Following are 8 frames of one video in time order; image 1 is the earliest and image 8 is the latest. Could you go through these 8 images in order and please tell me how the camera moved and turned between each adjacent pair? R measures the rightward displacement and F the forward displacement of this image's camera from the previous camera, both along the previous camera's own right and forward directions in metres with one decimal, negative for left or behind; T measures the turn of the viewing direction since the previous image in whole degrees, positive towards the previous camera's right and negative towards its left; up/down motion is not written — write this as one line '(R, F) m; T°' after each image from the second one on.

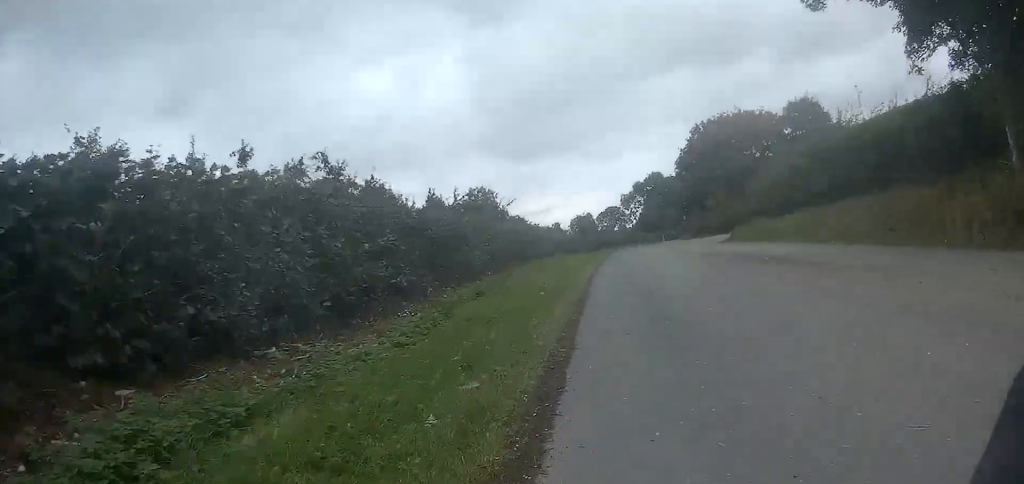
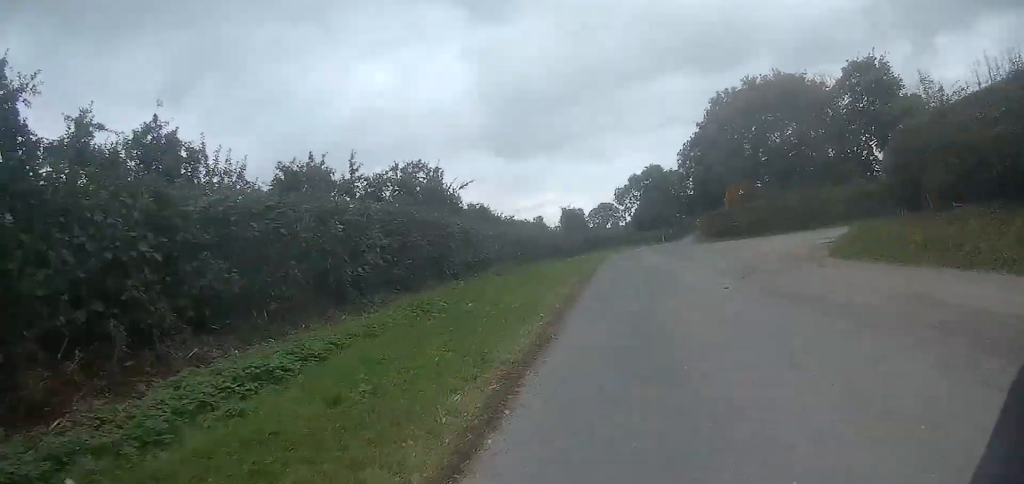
(+0.9, +15.5) m; +5°
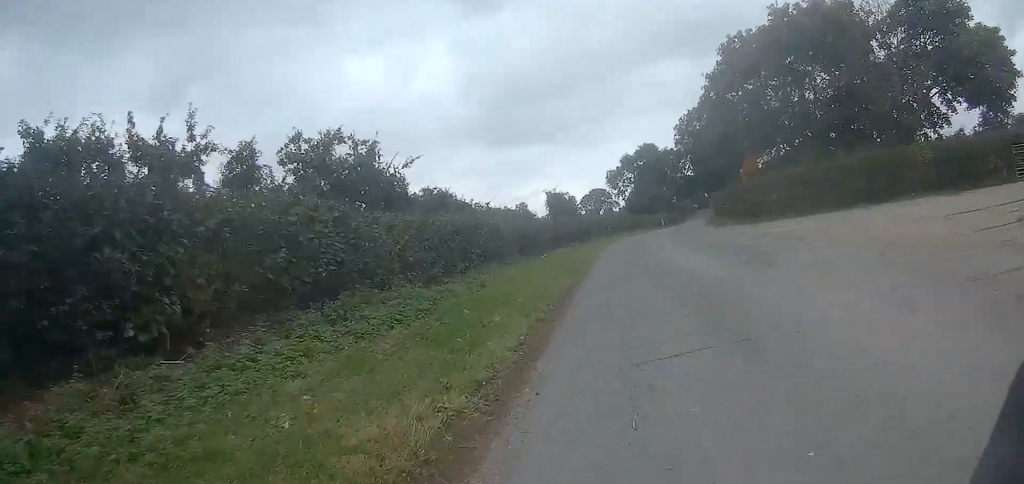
(+0.1, +10.2) m; 0°
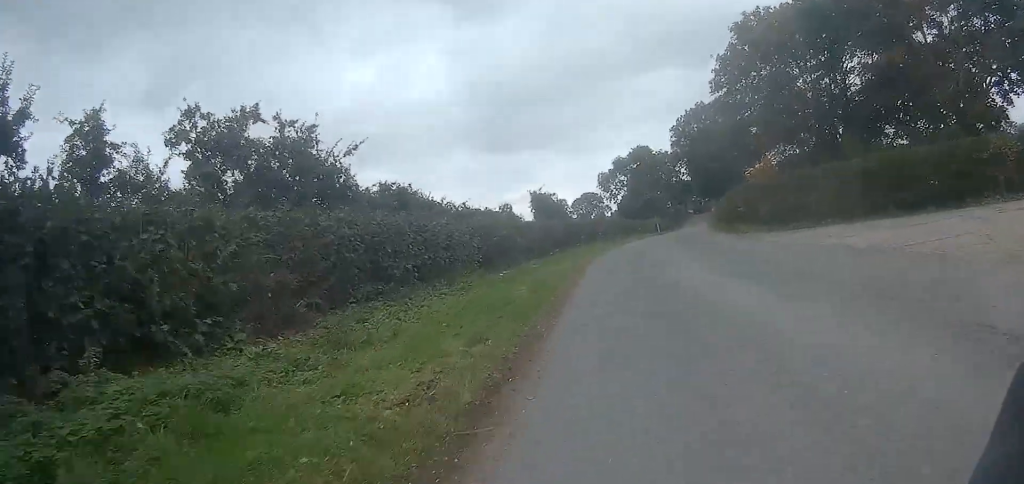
(-0.1, +6.2) m; 0°
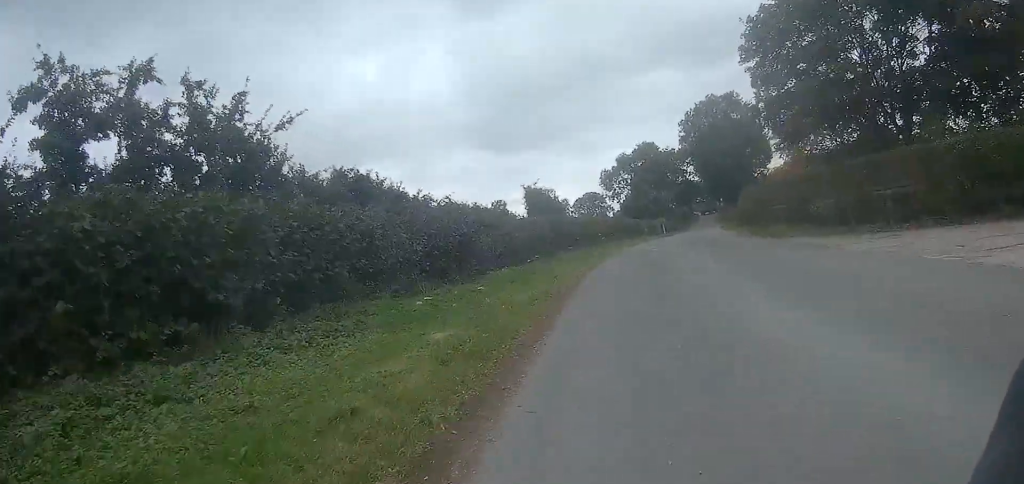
(0.0, +5.6) m; 0°
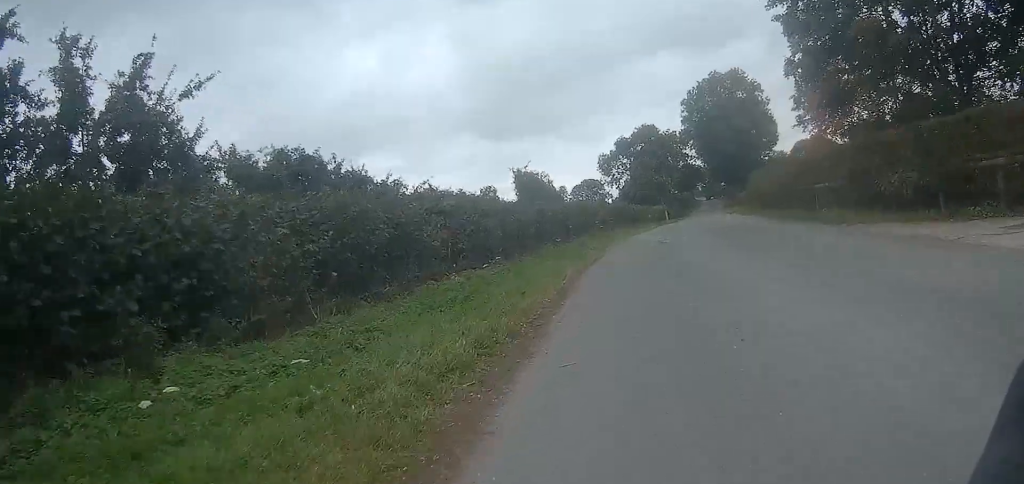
(-0.1, +4.9) m; +1°
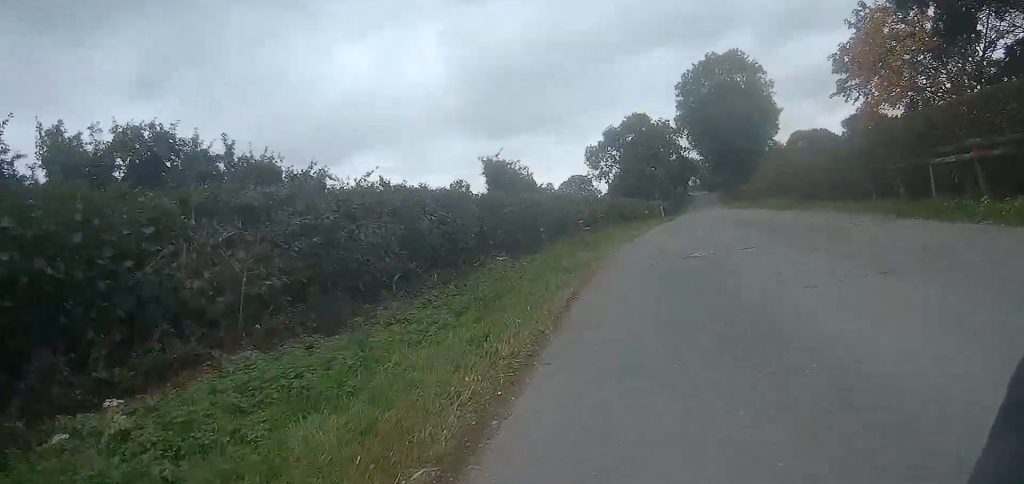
(+0.3, +7.1) m; +3°
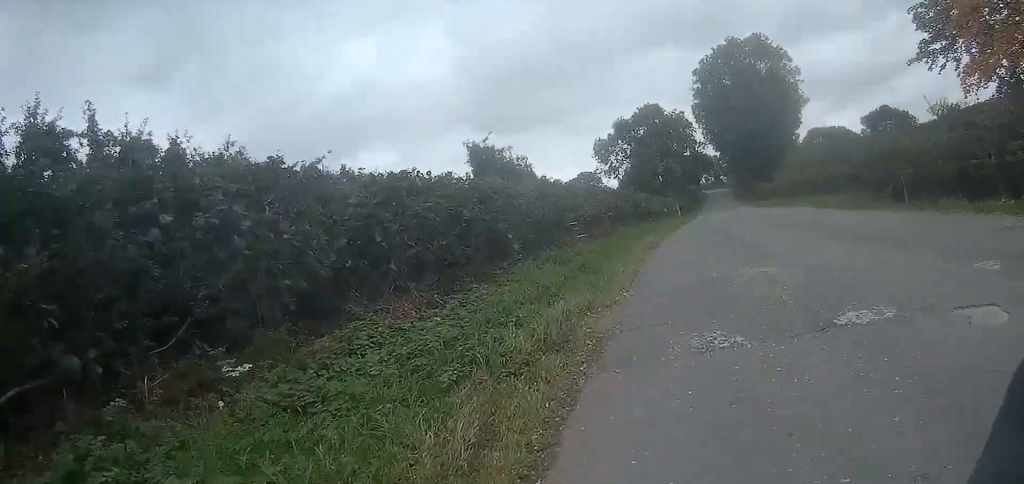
(+0.2, +6.4) m; +3°
